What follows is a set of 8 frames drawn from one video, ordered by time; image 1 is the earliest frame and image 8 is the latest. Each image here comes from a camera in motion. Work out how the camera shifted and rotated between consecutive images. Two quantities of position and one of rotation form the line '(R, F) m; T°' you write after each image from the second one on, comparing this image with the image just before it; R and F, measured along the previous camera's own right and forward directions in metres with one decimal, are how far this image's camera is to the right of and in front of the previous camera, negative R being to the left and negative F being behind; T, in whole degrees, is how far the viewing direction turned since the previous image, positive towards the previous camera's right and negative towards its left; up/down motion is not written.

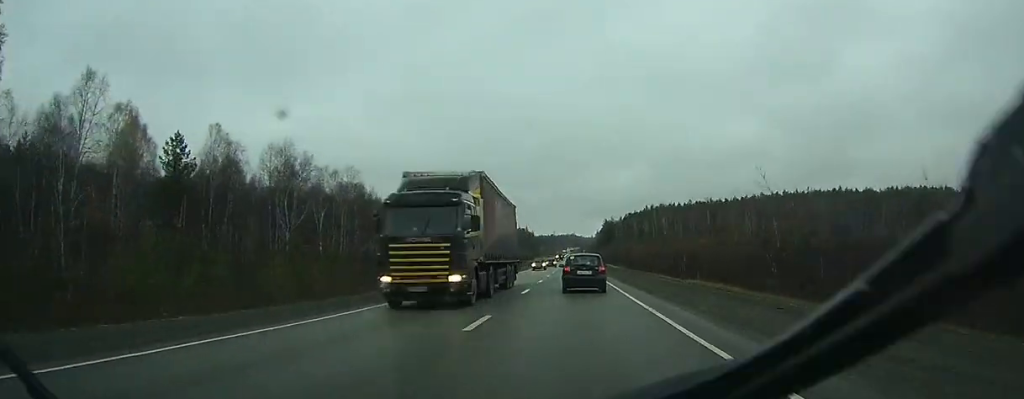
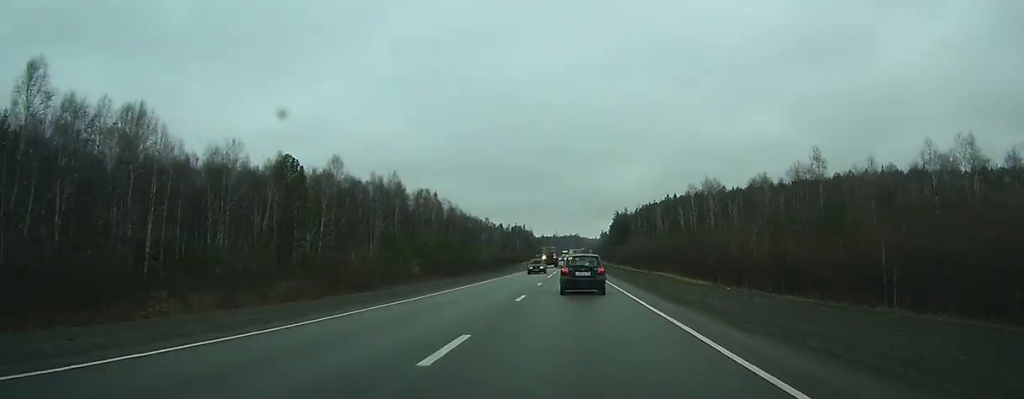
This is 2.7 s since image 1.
(+0.1, +62.0) m; 0°
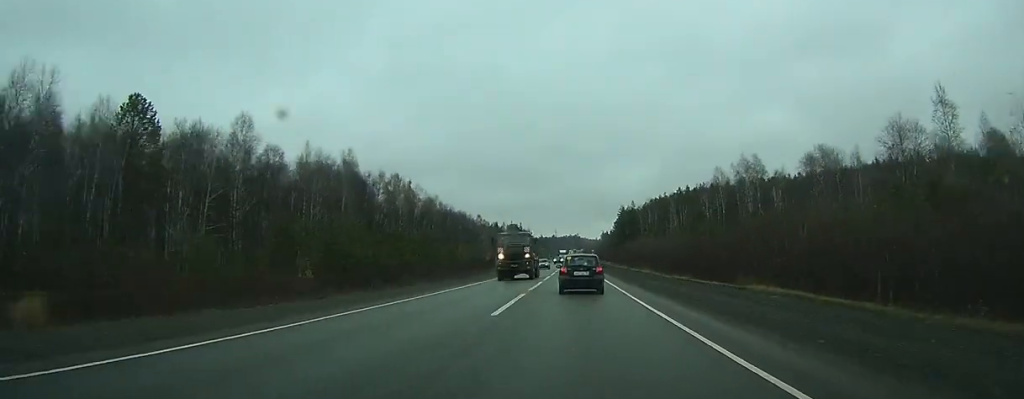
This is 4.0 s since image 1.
(-0.2, +30.8) m; 0°
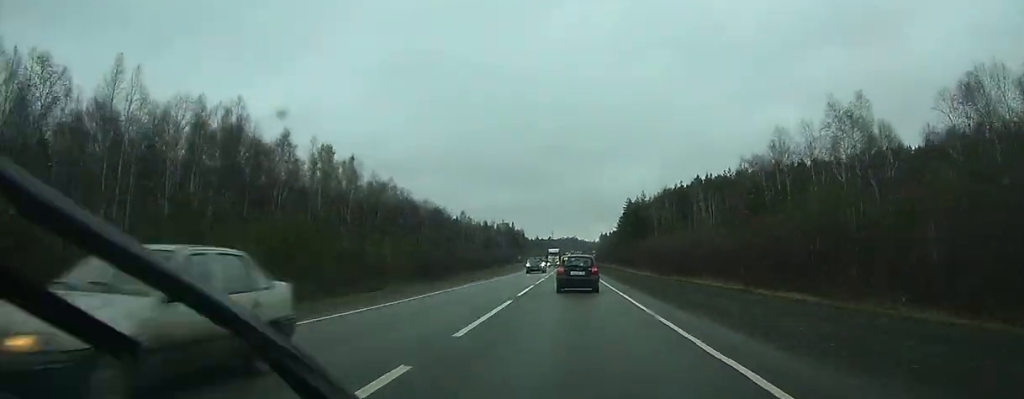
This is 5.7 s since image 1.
(+0.2, +42.5) m; 0°
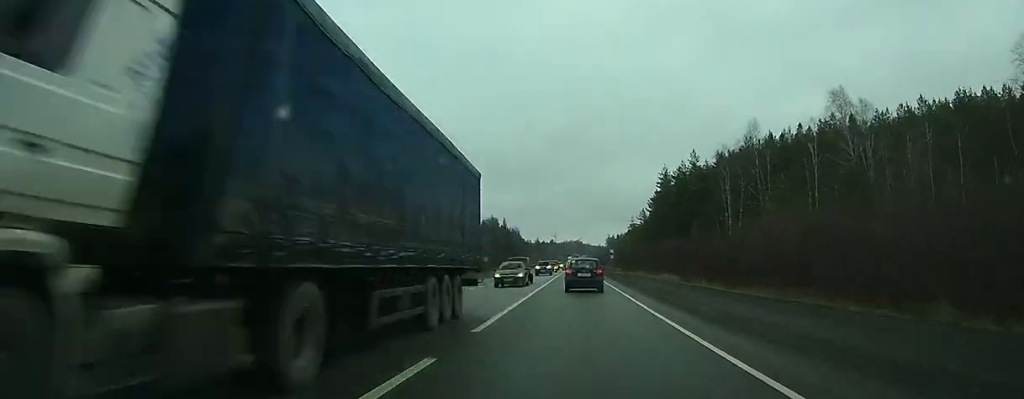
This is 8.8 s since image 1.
(-0.6, +74.5) m; -1°
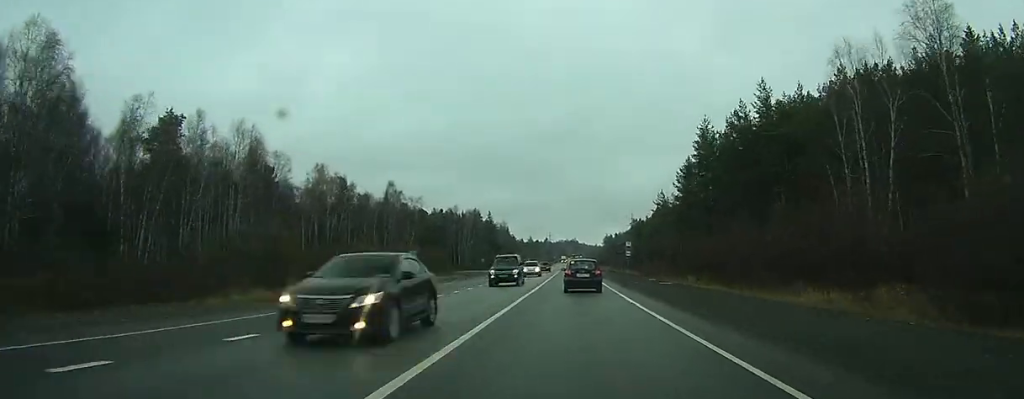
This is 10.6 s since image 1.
(-0.1, +43.6) m; 0°
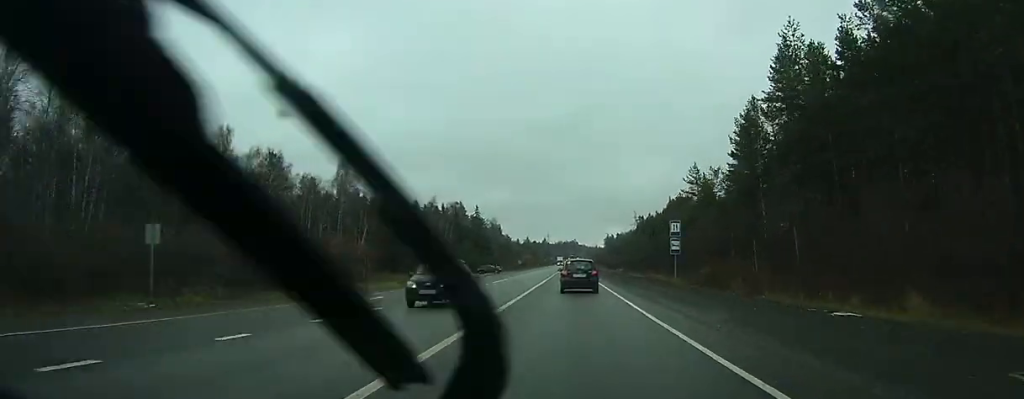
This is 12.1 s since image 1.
(+0.2, +35.6) m; 0°
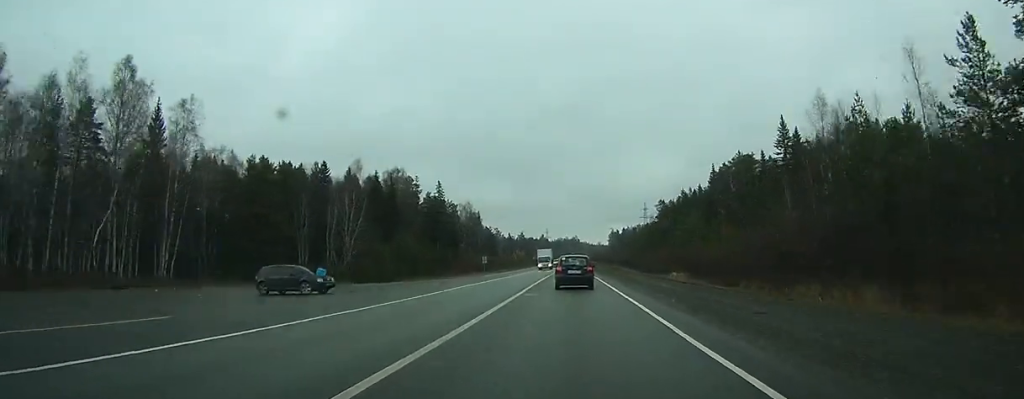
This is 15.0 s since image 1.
(-0.1, +71.5) m; 0°
